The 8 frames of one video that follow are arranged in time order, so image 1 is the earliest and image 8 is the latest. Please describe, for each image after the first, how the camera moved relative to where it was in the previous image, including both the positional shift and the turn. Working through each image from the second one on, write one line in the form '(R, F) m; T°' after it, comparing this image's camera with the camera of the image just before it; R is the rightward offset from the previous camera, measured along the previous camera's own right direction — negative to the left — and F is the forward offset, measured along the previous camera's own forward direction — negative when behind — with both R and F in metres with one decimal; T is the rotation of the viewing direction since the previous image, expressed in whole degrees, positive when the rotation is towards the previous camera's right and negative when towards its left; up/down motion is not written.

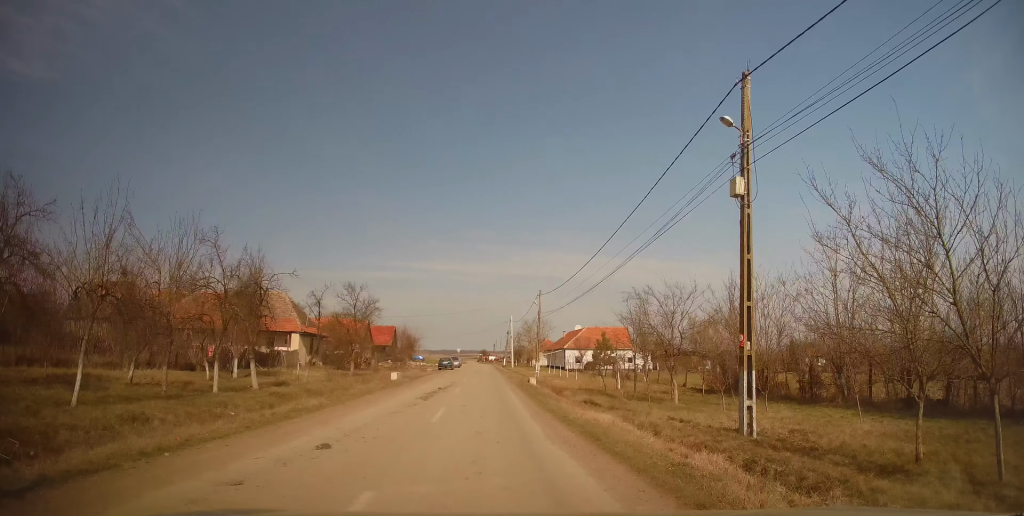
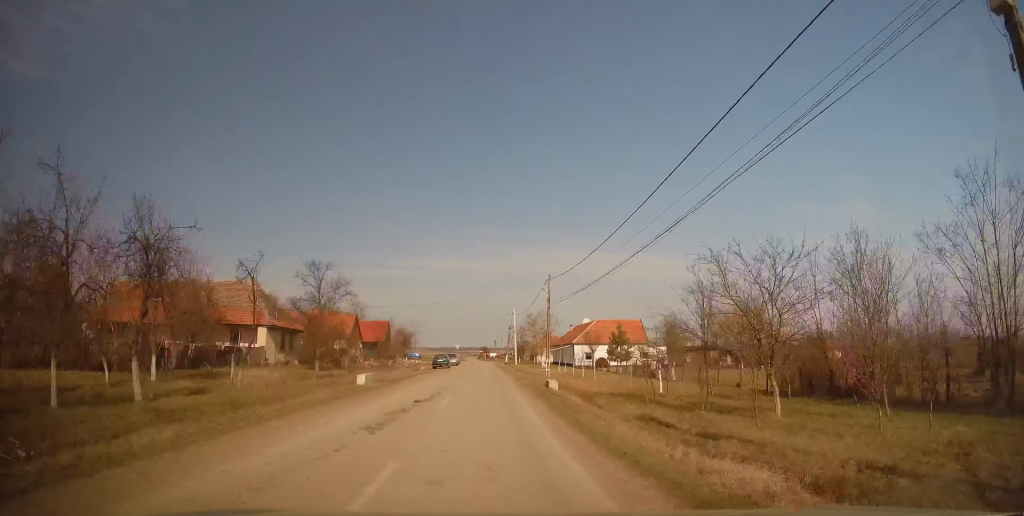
(+0.1, +7.5) m; +1°
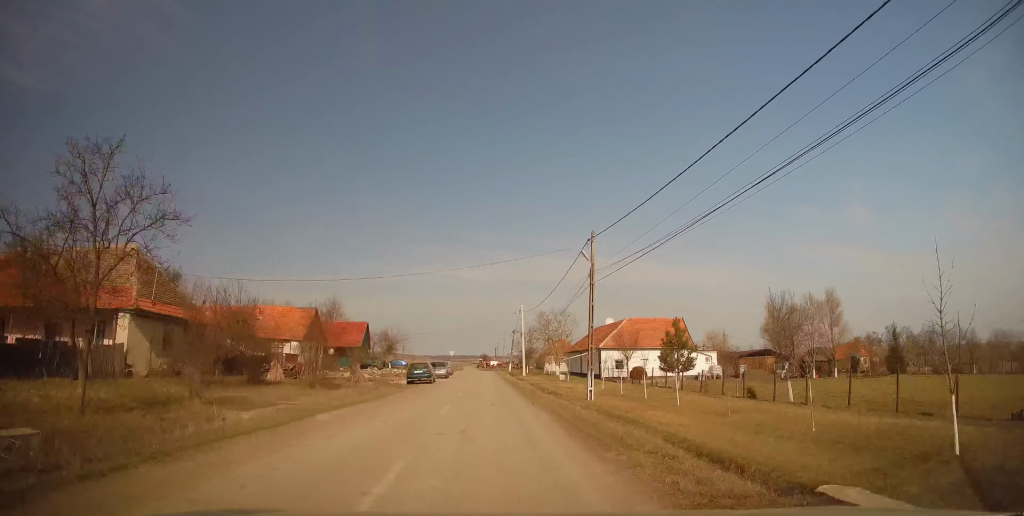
(+0.1, +17.1) m; -1°
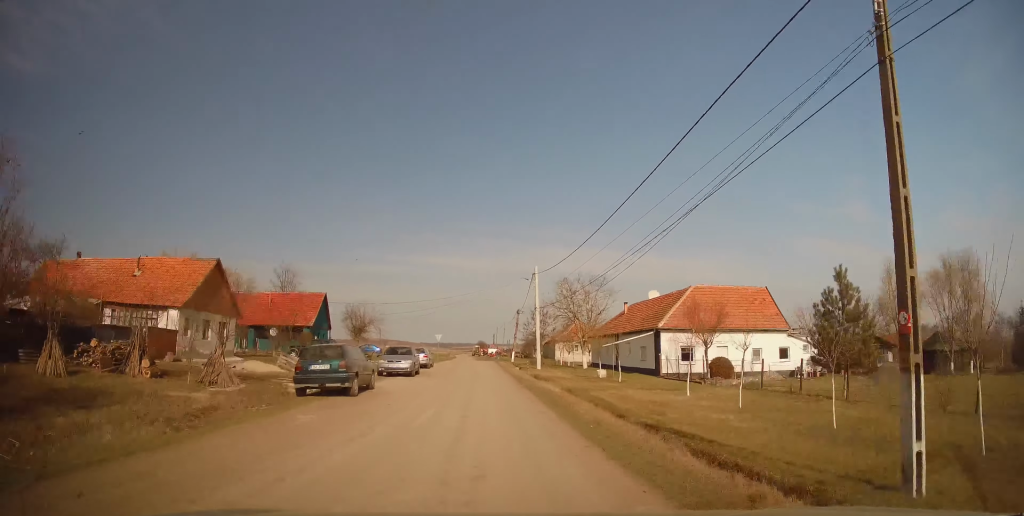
(-0.3, +20.5) m; 0°
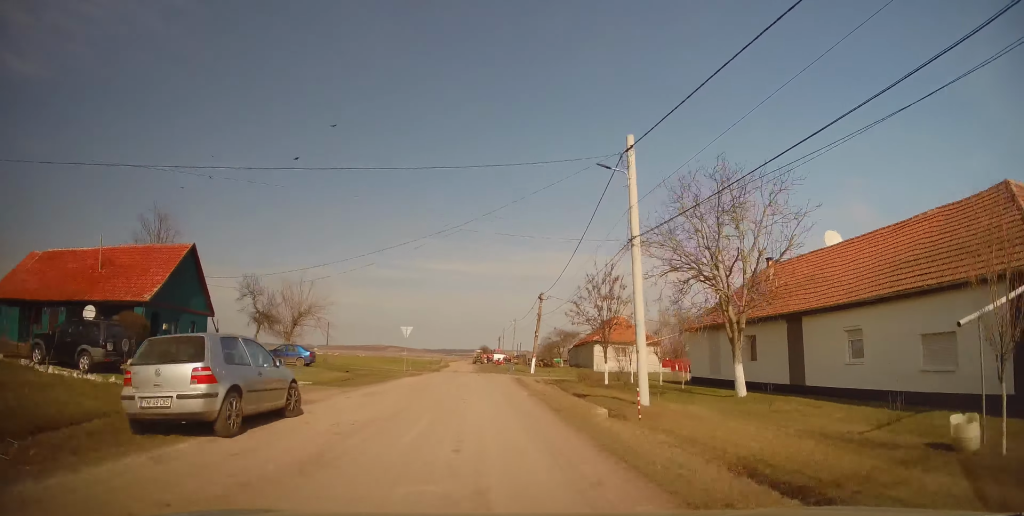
(+0.4, +29.1) m; -1°
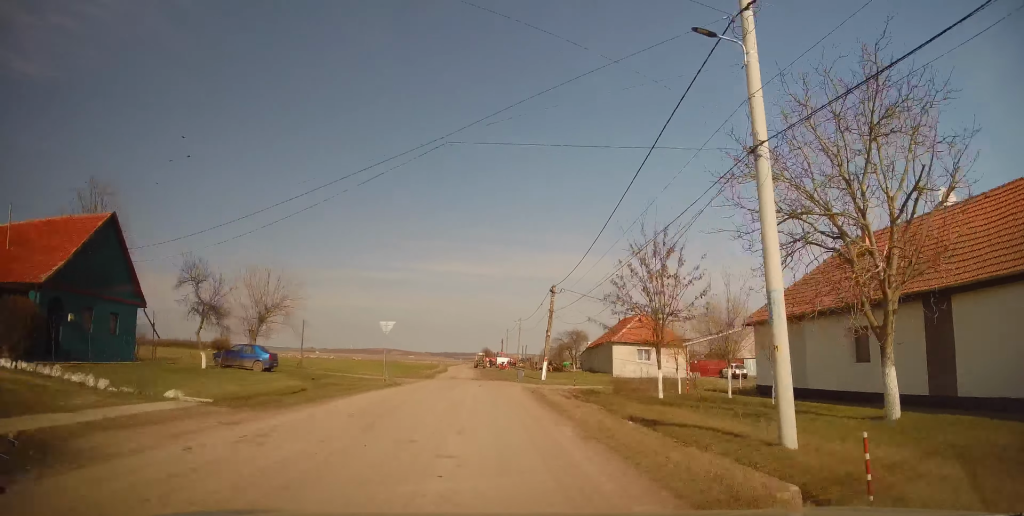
(-0.2, +8.6) m; -1°
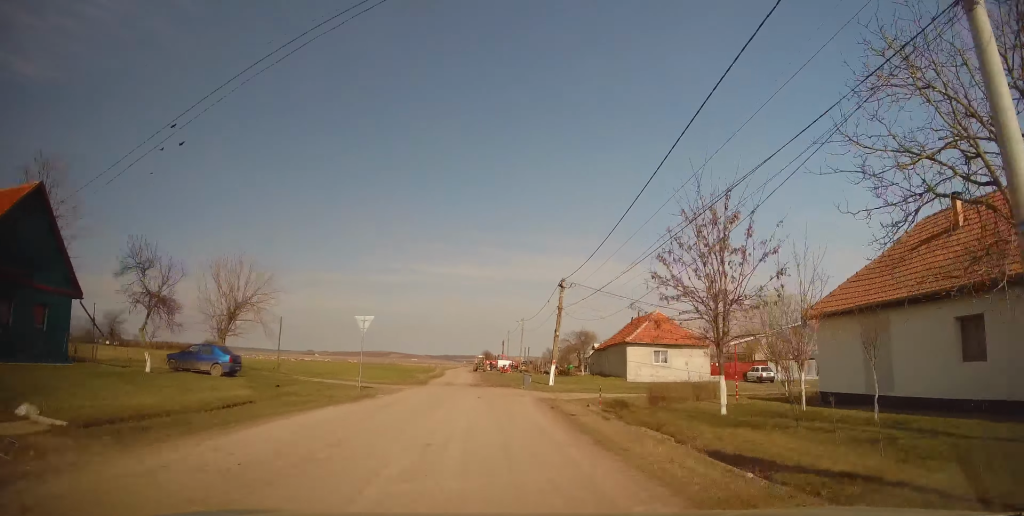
(0.0, +5.2) m; +1°
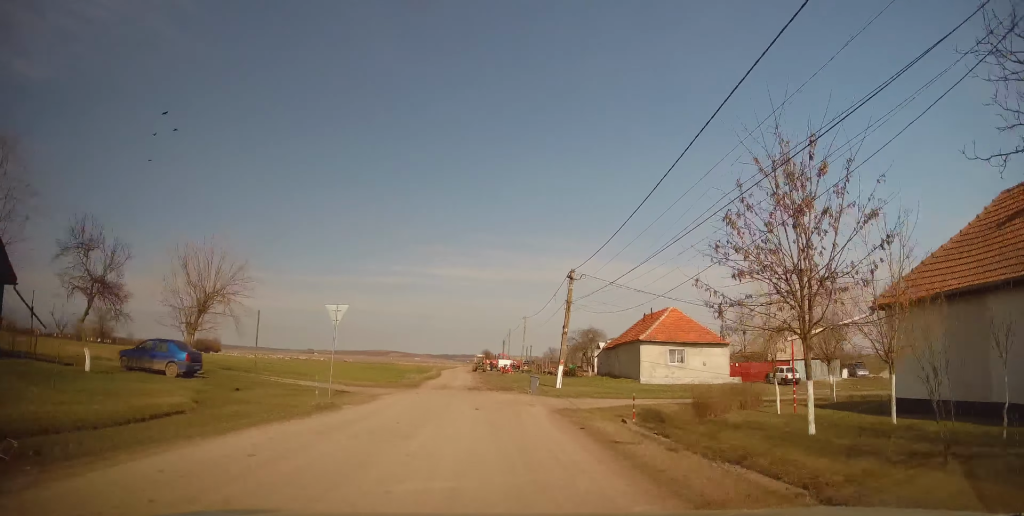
(-0.1, +4.3) m; +1°
